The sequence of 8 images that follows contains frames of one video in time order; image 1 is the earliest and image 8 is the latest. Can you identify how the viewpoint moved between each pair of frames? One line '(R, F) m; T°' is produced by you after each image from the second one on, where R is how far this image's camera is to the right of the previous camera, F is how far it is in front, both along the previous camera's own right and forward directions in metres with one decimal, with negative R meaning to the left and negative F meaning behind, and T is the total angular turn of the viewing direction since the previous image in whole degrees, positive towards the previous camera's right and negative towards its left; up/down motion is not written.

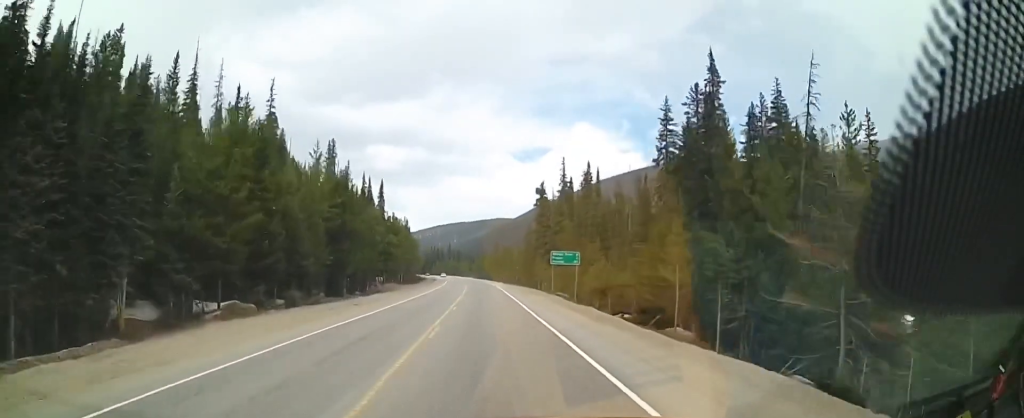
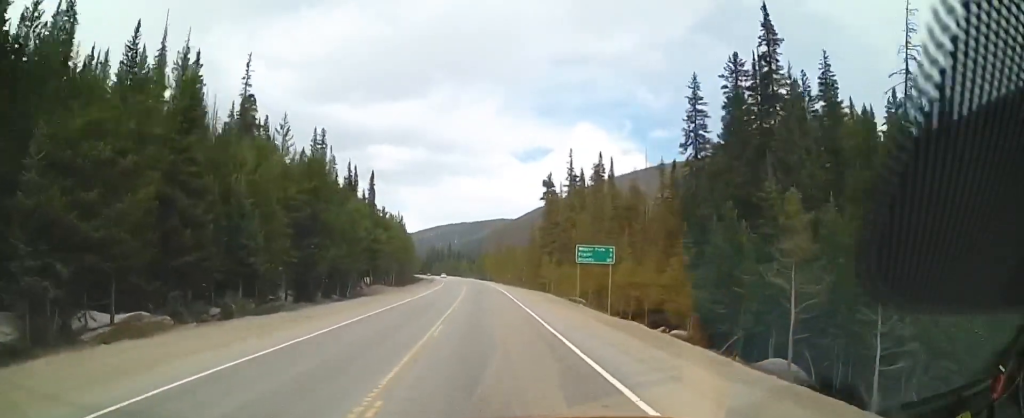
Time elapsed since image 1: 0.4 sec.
(-0.1, +10.8) m; -1°
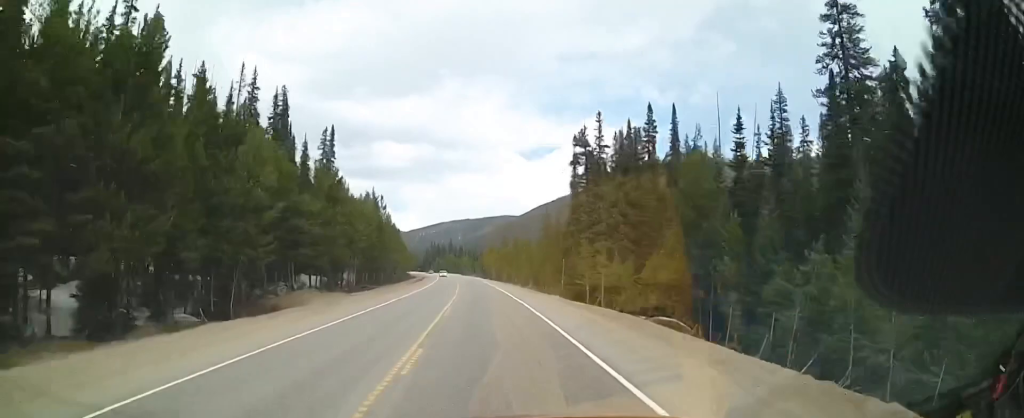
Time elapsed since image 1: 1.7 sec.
(-0.2, +30.6) m; 0°
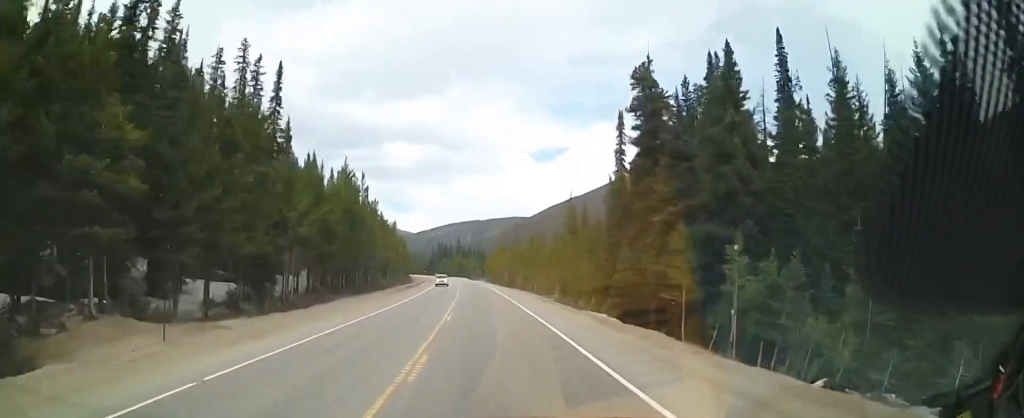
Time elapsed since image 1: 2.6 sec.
(+0.1, +23.8) m; -1°
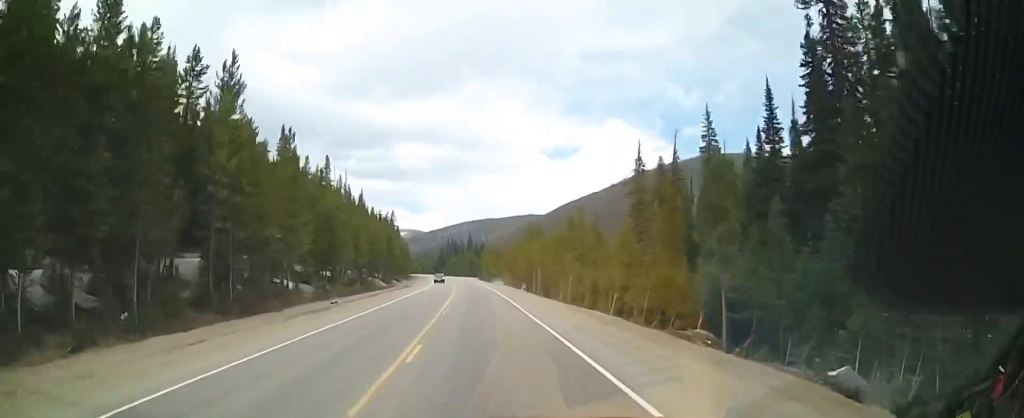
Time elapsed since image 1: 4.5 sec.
(+0.4, +45.7) m; +1°
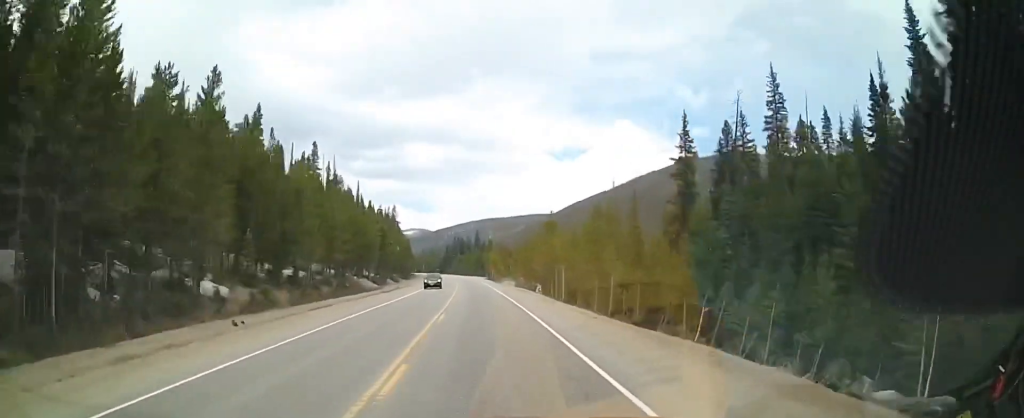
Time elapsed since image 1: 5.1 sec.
(-0.3, +15.1) m; -1°
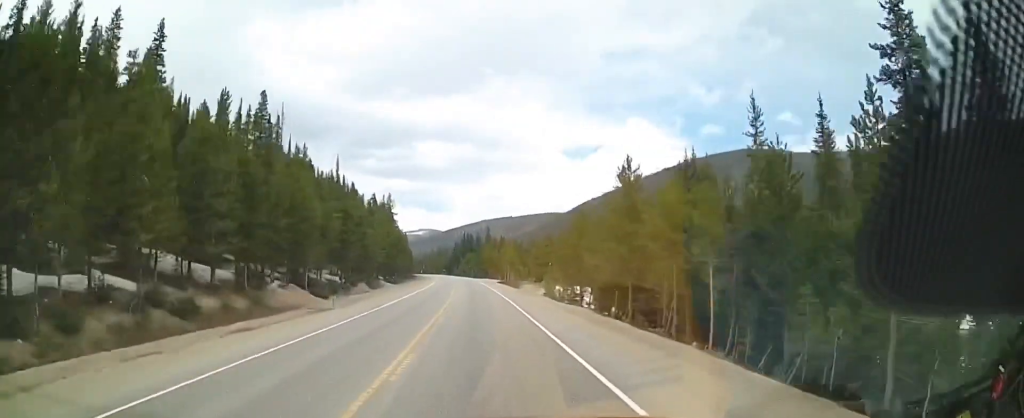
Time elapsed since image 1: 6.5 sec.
(-0.2, +33.1) m; 0°
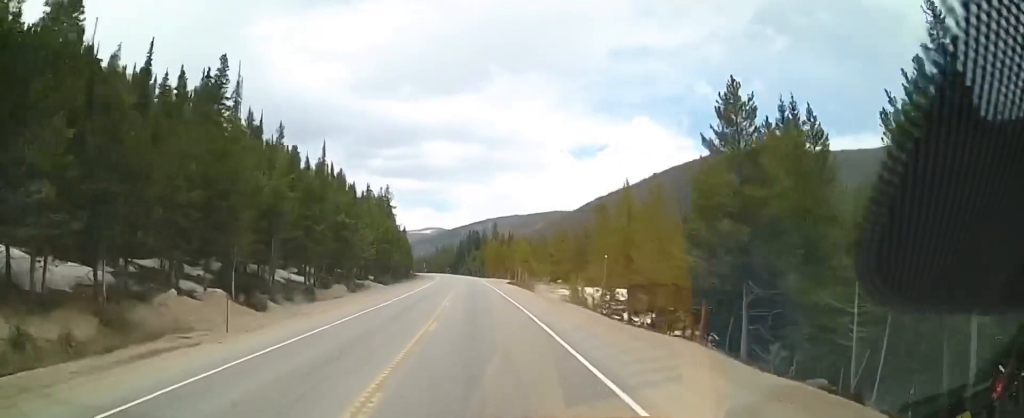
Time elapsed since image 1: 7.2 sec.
(0.0, +15.6) m; -1°
